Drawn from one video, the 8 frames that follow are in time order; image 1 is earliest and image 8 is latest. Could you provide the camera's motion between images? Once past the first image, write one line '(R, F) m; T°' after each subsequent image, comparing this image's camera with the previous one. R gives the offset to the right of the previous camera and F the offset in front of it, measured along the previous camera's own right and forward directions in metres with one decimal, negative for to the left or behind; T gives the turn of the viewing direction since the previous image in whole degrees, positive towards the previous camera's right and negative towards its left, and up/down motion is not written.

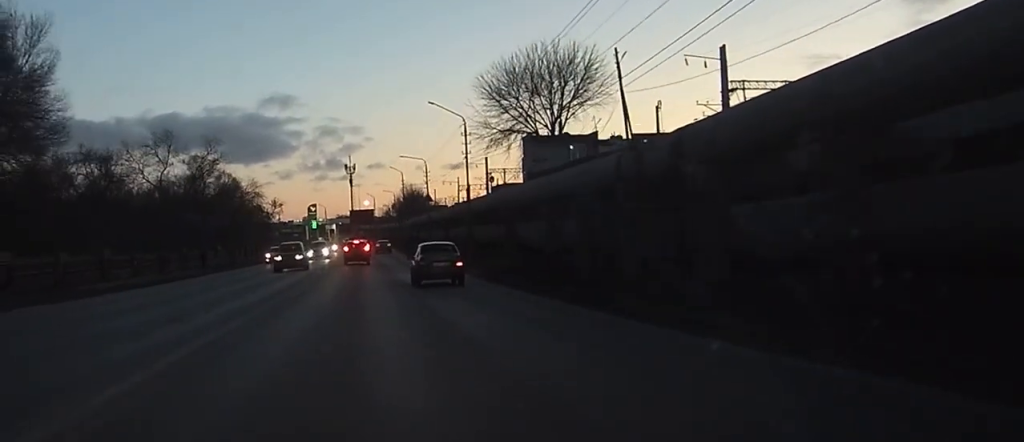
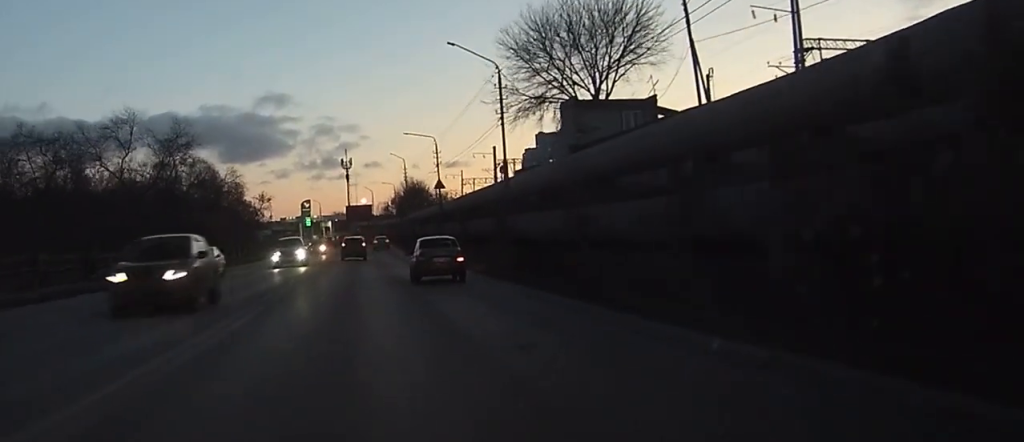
(0.0, +14.0) m; 0°
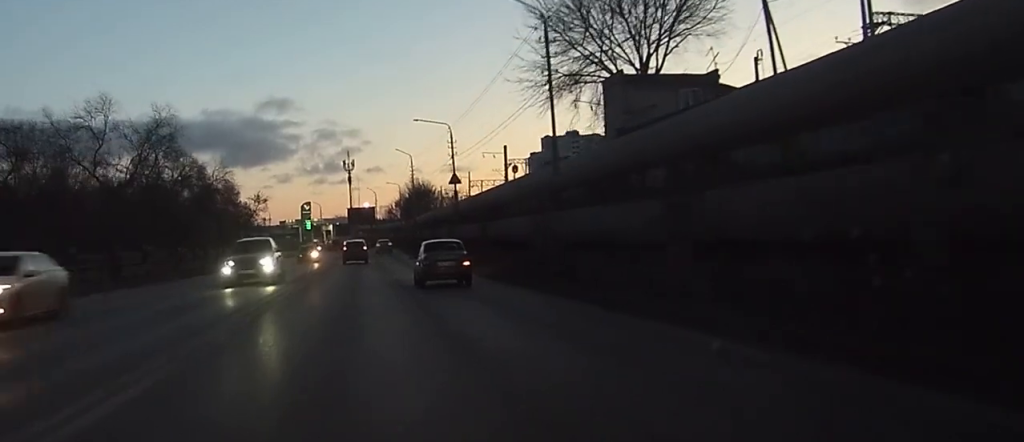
(0.0, +8.8) m; 0°
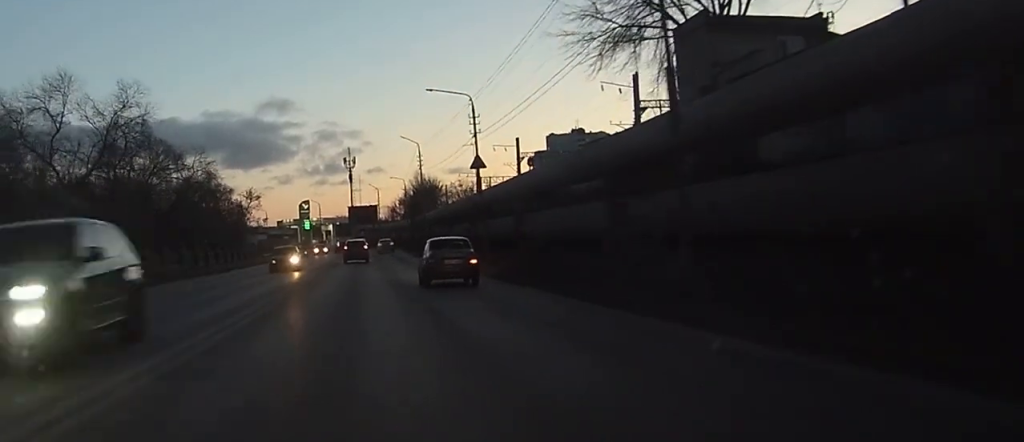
(+0.1, +10.3) m; 0°
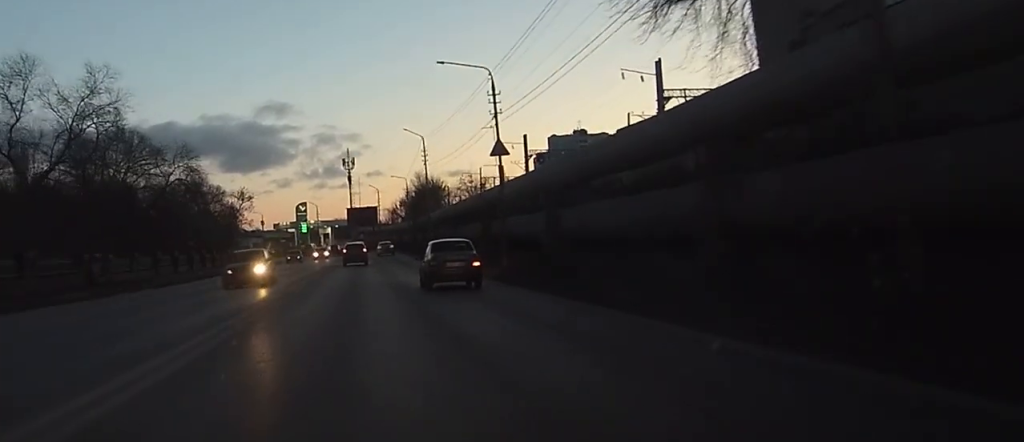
(0.0, +7.2) m; 0°
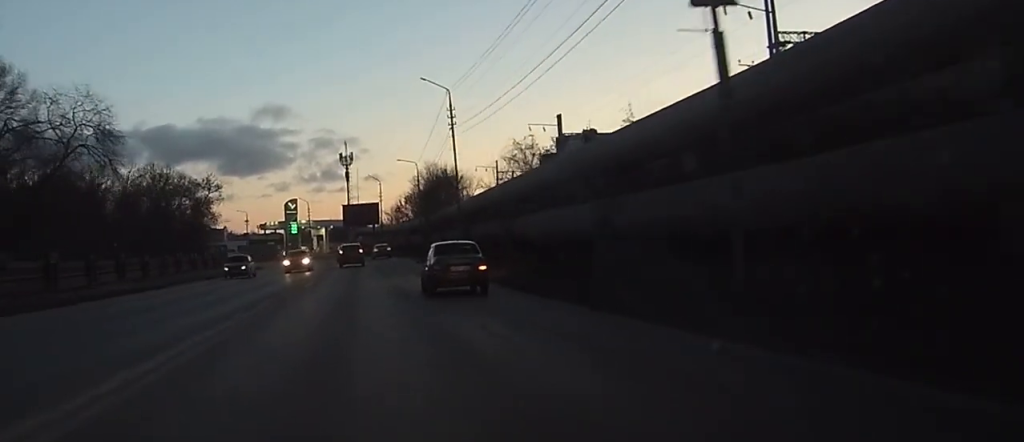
(-0.1, +22.9) m; 0°
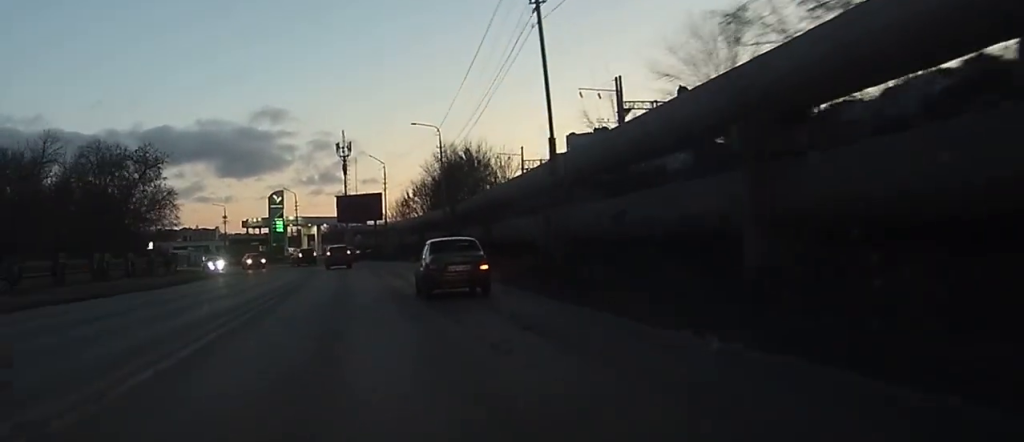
(0.0, +24.7) m; 0°
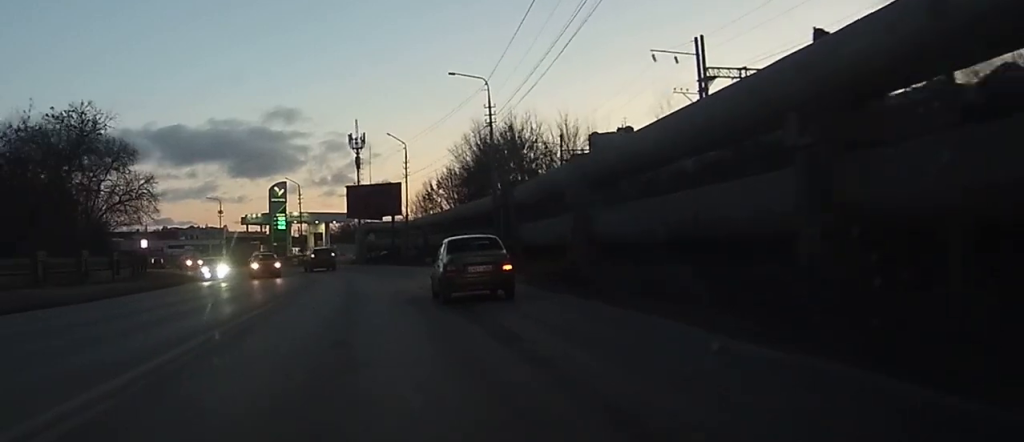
(0.0, +16.4) m; 0°
